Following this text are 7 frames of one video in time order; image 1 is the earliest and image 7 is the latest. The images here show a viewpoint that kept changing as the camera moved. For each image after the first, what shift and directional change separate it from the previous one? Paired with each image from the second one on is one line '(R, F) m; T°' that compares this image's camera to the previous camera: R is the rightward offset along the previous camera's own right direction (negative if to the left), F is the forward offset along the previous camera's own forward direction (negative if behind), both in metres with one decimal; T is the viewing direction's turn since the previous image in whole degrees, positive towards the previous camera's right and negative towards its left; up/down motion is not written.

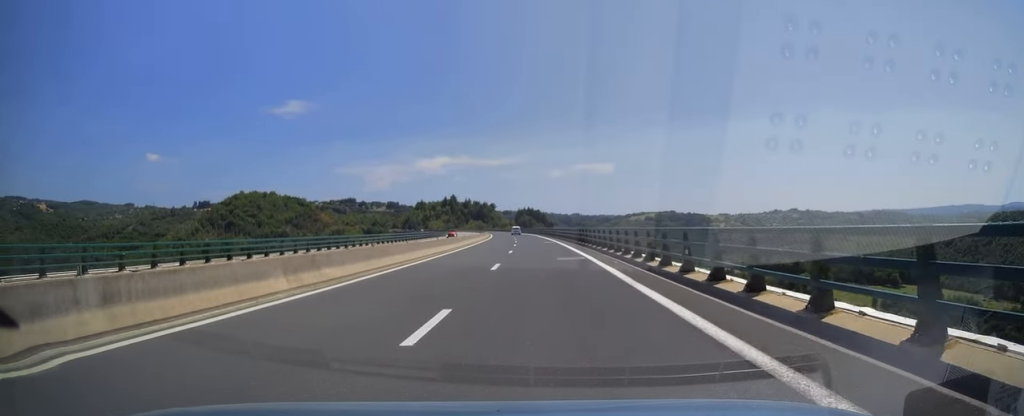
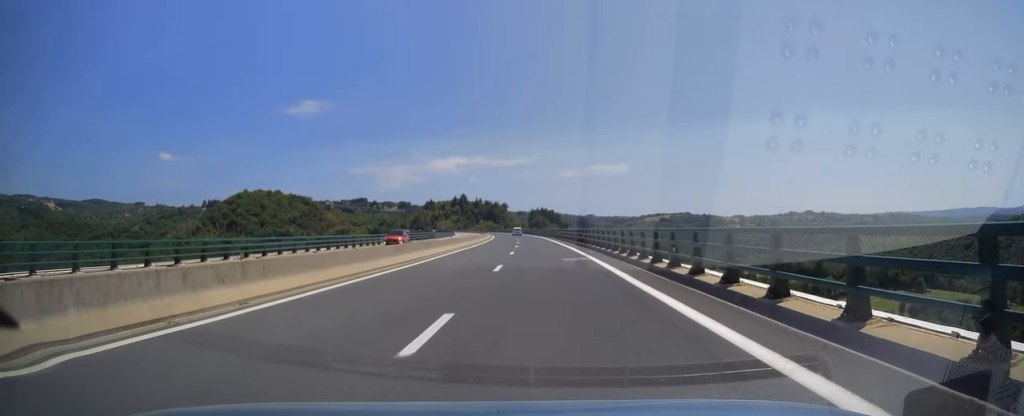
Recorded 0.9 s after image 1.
(-0.3, +27.1) m; -1°
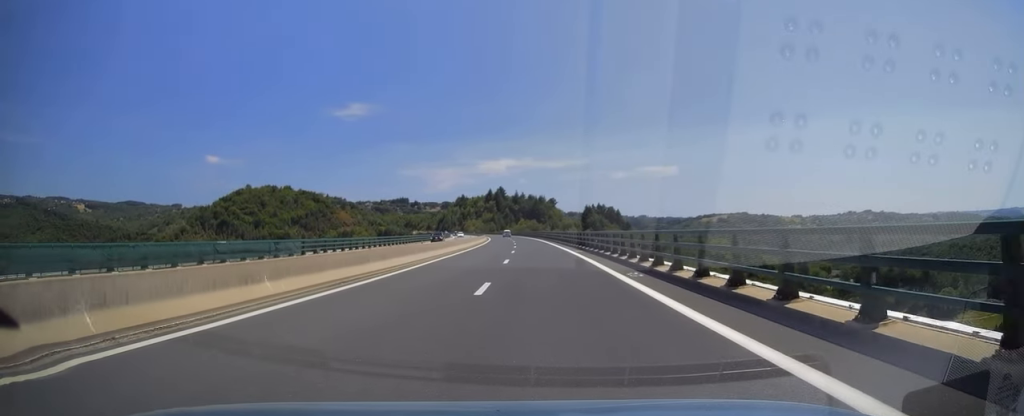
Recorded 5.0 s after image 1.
(-8.3, +124.3) m; -8°
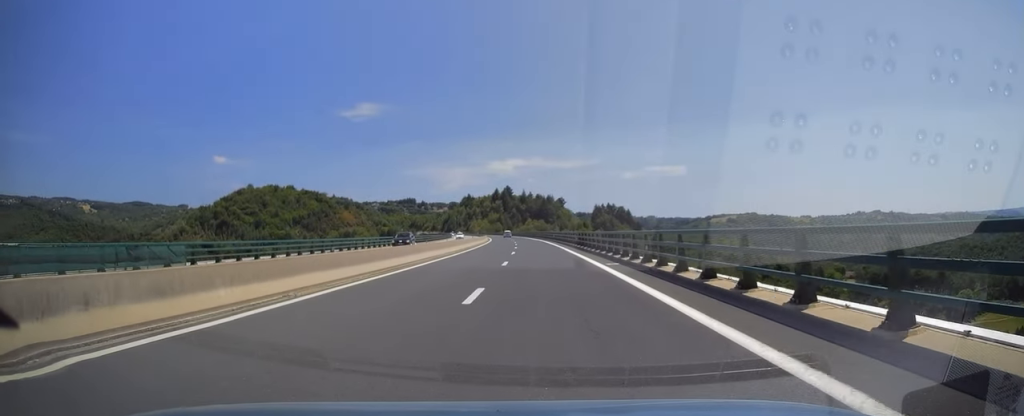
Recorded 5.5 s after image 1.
(0.0, +14.8) m; 0°
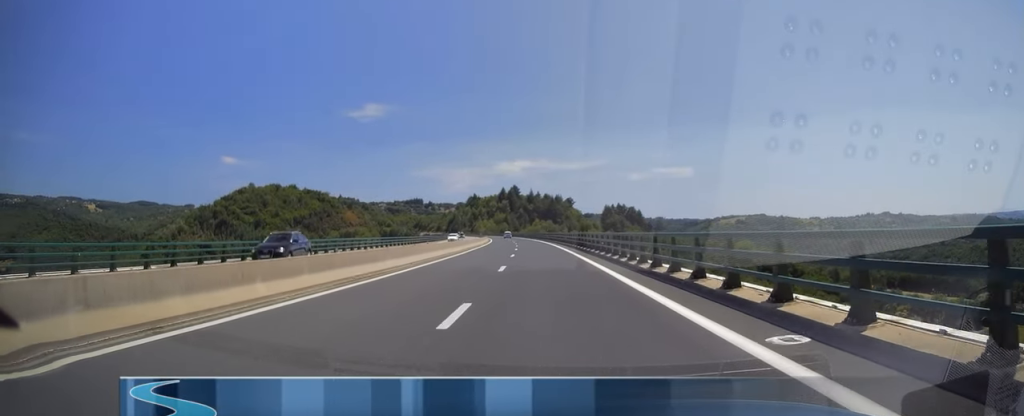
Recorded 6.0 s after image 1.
(0.0, +15.8) m; 0°
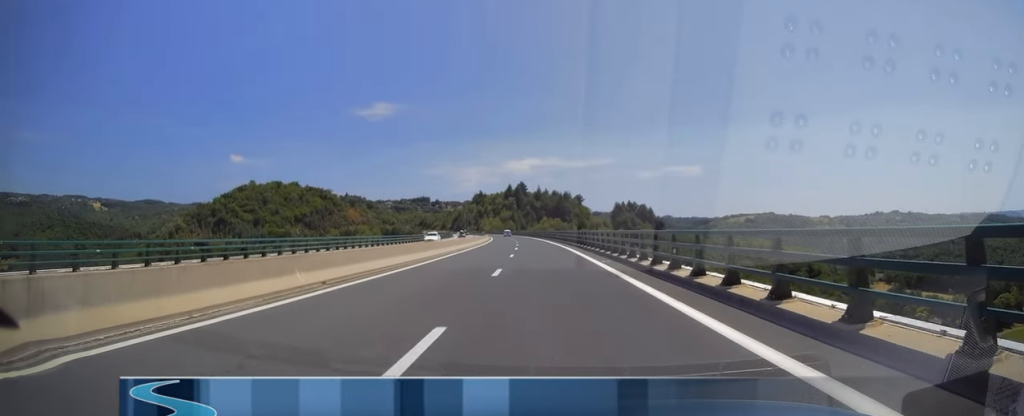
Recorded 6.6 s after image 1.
(0.0, +16.3) m; 0°
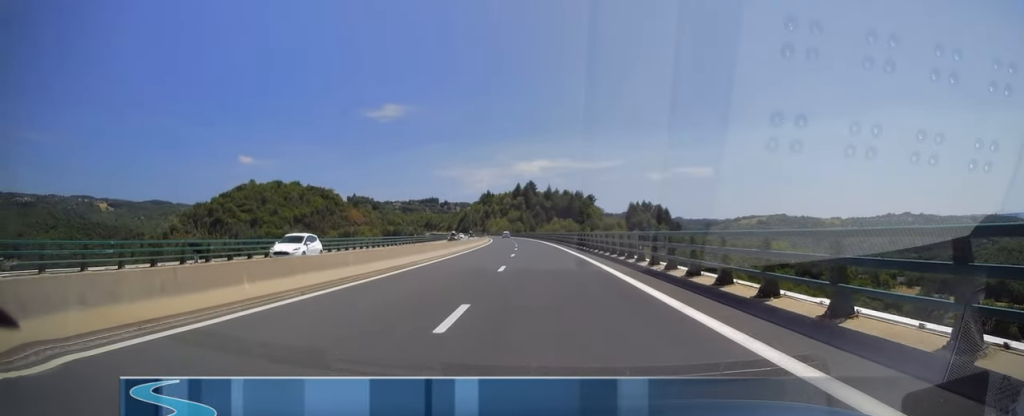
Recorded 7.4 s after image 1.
(0.0, +23.2) m; 0°
